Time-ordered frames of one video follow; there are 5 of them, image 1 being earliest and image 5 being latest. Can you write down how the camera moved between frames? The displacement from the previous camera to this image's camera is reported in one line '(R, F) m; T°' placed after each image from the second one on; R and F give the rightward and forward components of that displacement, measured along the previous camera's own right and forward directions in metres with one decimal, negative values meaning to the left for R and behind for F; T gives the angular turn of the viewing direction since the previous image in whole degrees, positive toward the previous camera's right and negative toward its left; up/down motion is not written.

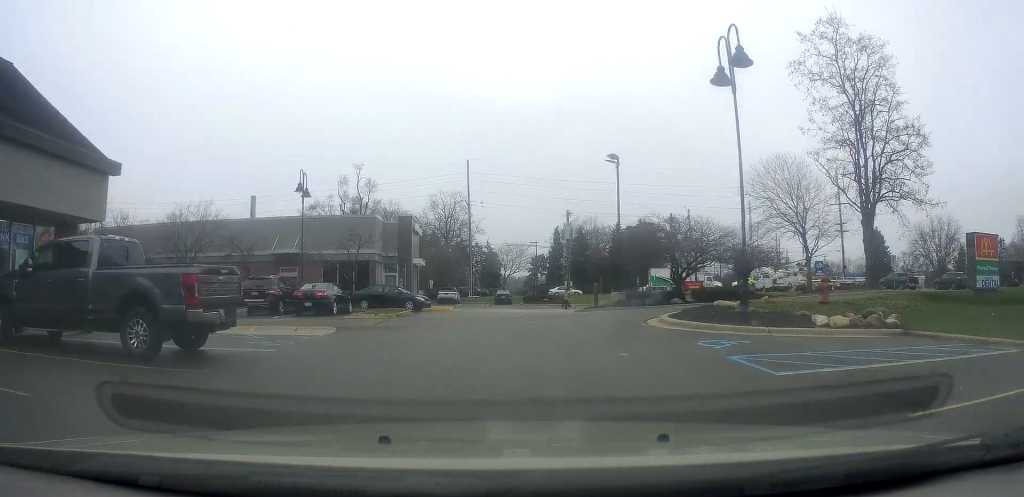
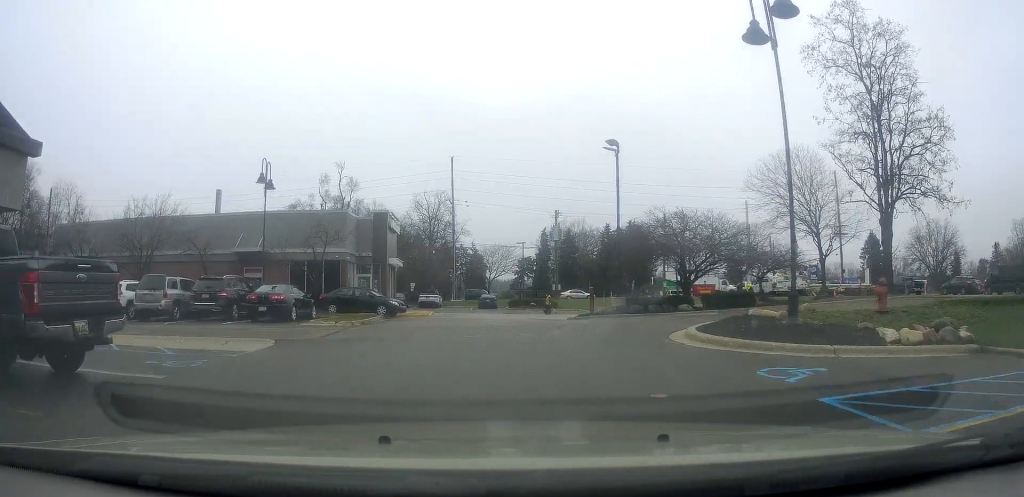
(-0.2, +3.7) m; 0°
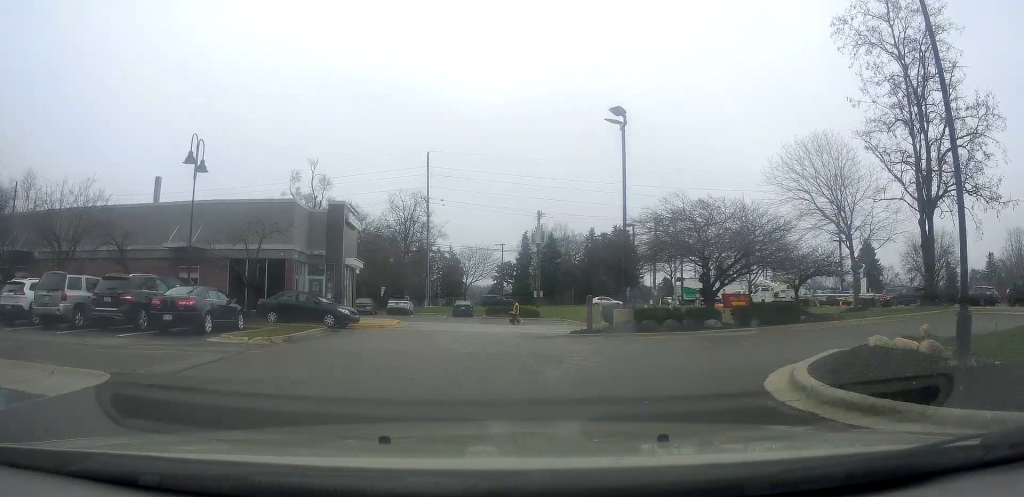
(+0.1, +5.8) m; +3°
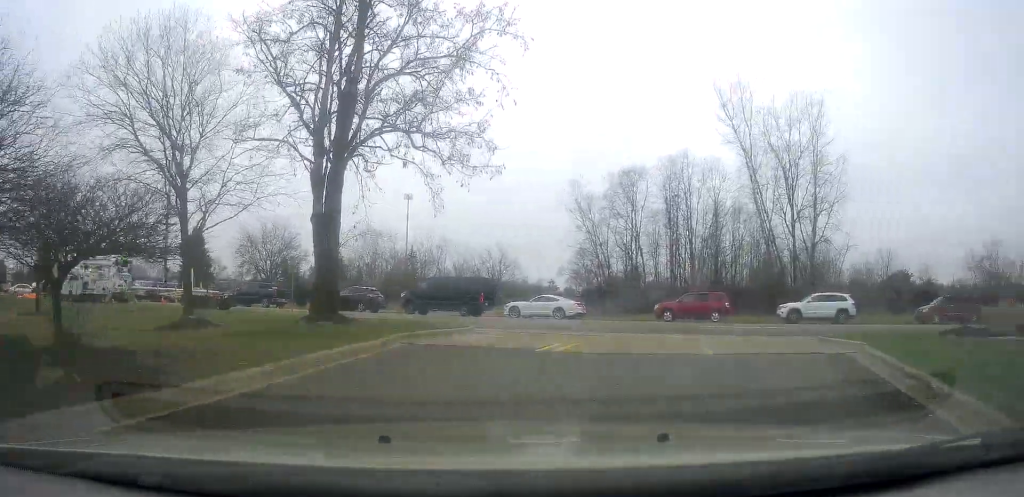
(+5.9, +10.7) m; +77°
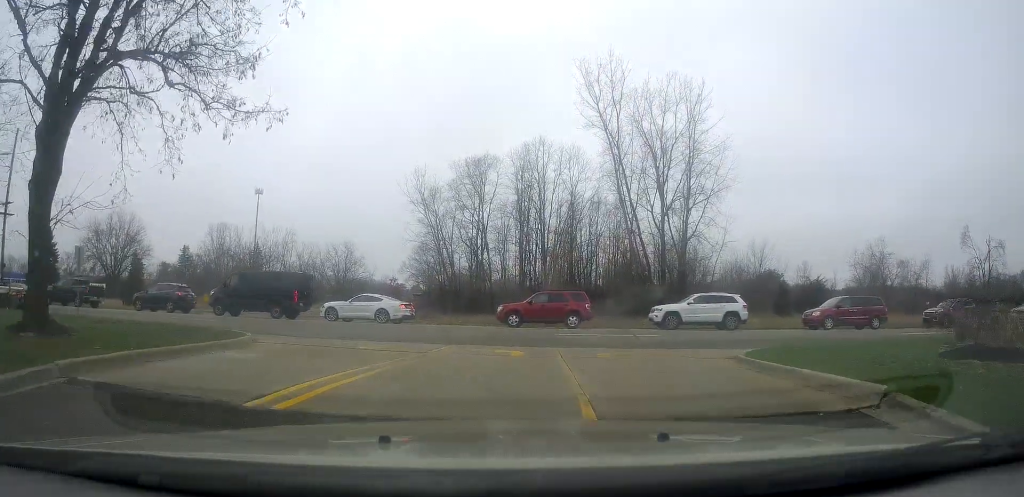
(+0.7, +5.0) m; +7°
